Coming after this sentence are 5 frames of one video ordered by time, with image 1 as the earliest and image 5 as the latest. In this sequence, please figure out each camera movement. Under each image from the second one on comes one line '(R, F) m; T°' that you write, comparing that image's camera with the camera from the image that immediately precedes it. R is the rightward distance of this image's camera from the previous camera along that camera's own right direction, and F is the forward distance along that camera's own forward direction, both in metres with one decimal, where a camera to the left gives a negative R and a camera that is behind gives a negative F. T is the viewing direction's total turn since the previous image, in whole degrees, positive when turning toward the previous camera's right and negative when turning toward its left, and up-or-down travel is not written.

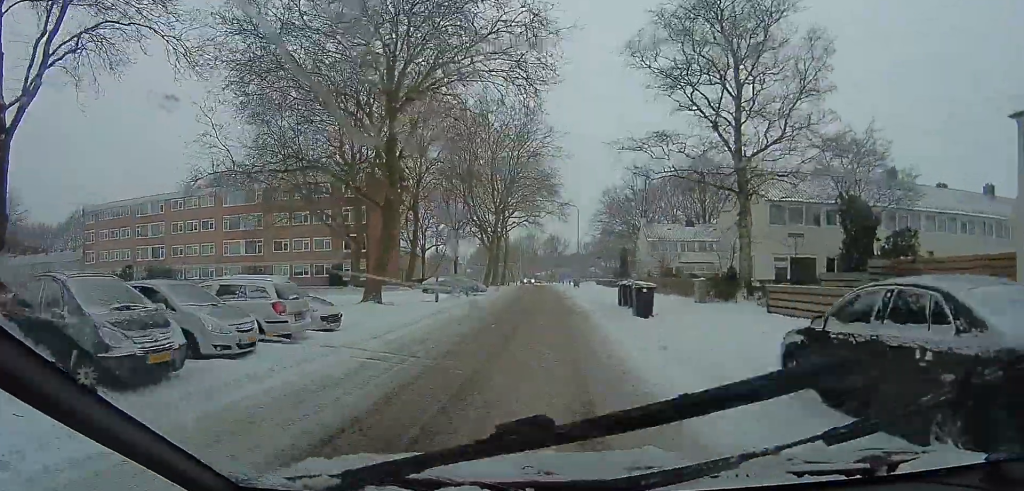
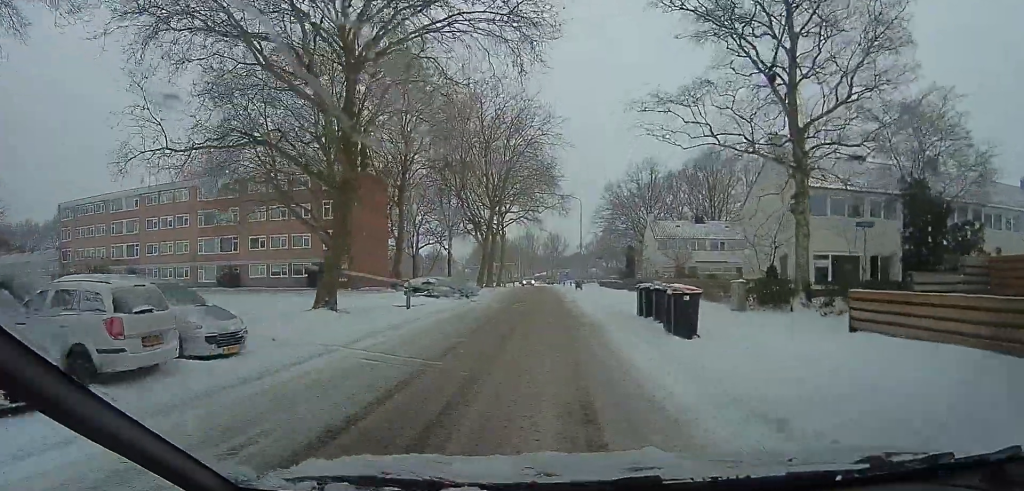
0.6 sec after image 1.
(0.0, +4.6) m; 0°
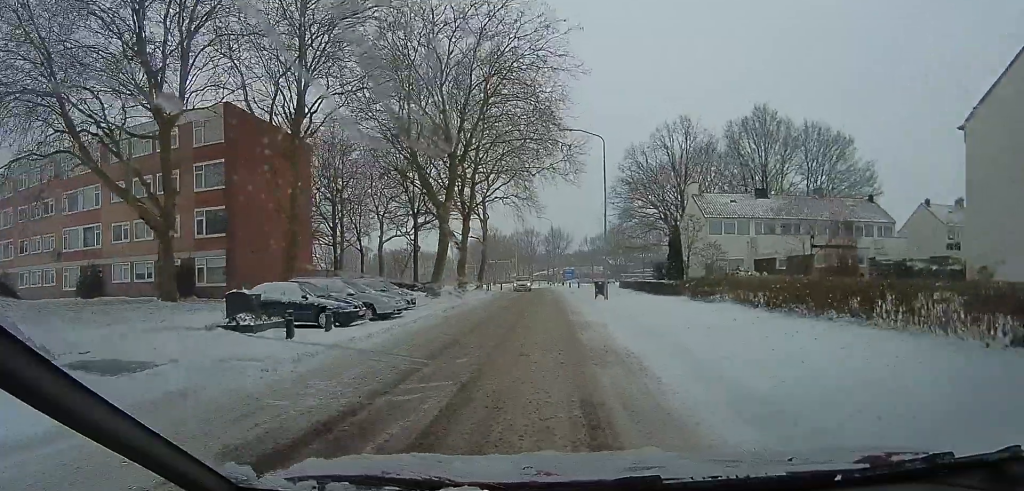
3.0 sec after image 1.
(0.0, +18.6) m; 0°
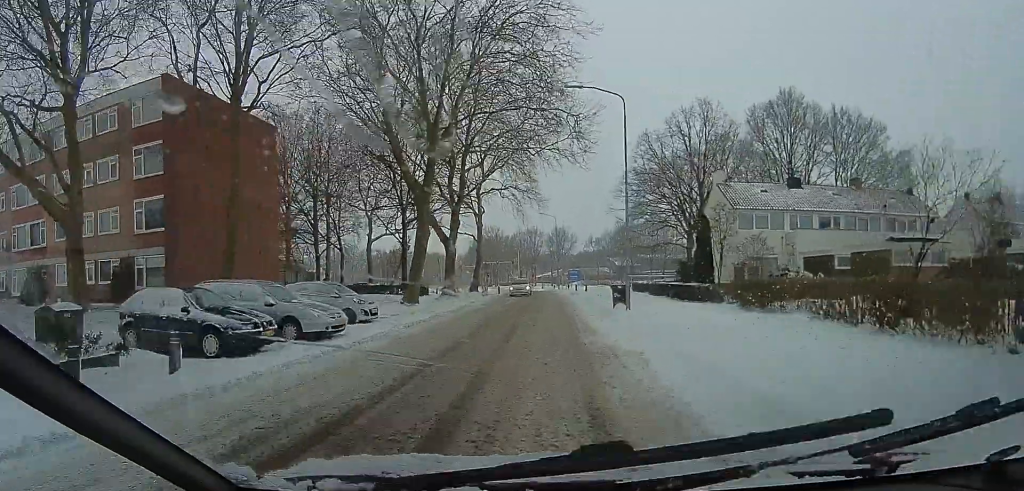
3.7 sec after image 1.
(0.0, +5.7) m; 0°
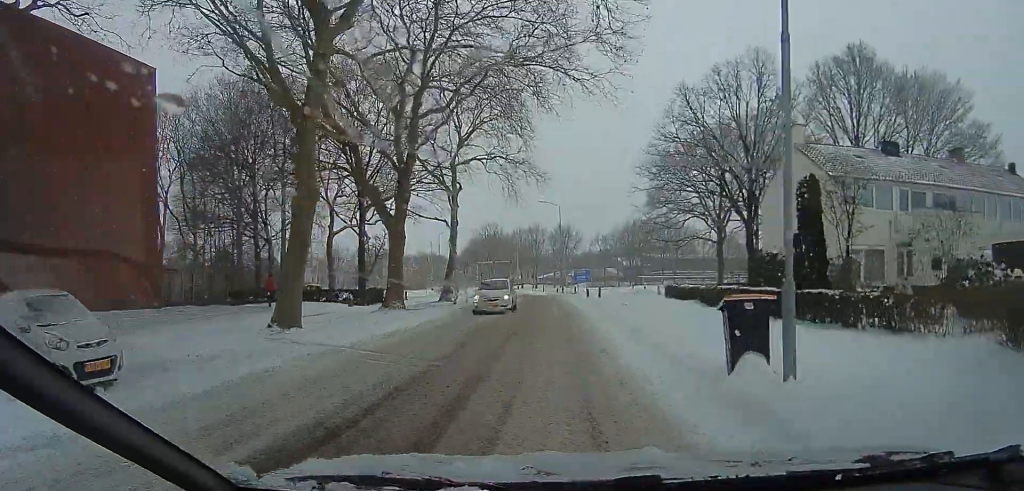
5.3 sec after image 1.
(0.0, +12.2) m; 0°
